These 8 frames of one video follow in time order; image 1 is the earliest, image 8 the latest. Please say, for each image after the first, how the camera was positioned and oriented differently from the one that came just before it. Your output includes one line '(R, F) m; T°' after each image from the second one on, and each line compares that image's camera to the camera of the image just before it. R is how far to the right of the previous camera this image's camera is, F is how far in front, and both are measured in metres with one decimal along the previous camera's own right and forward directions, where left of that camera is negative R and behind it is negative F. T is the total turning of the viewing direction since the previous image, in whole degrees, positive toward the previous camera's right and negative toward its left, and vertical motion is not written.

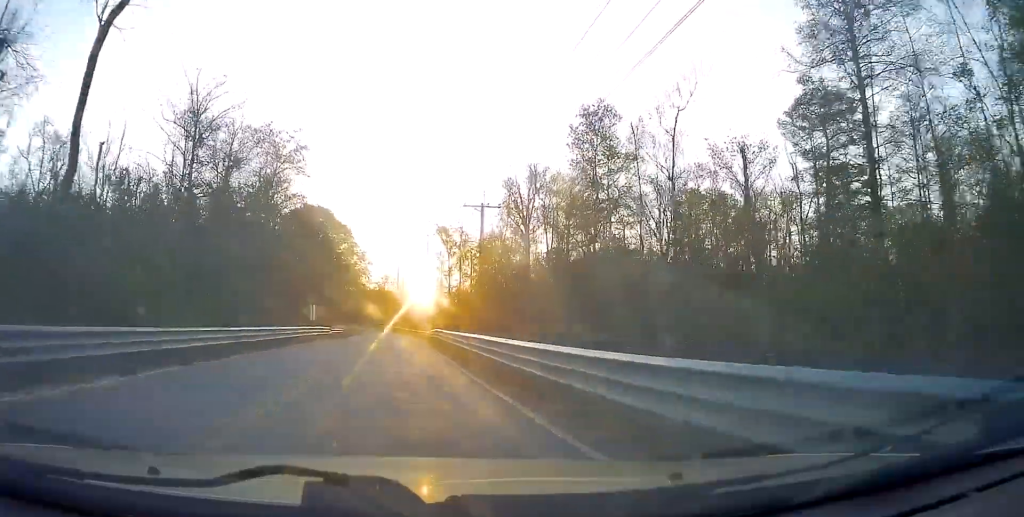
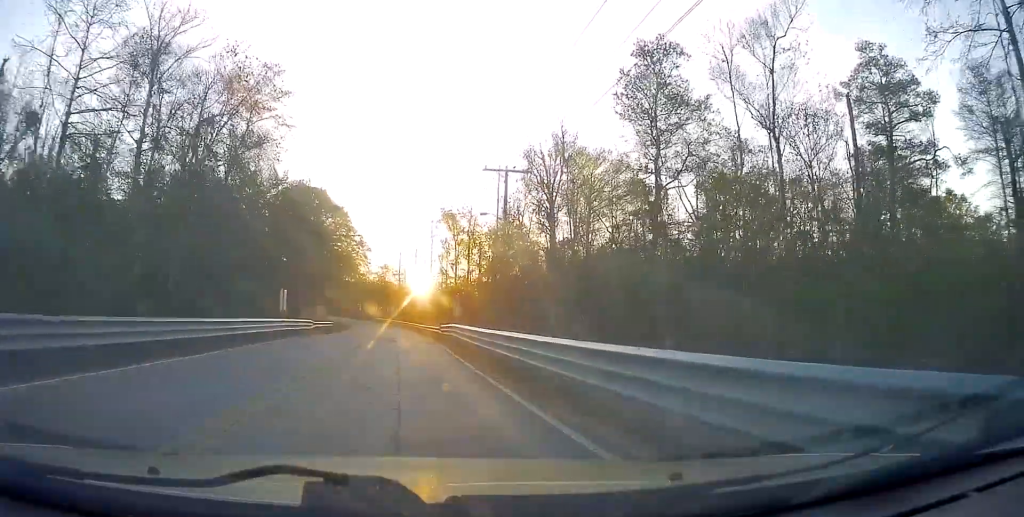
(-0.1, +9.8) m; -1°
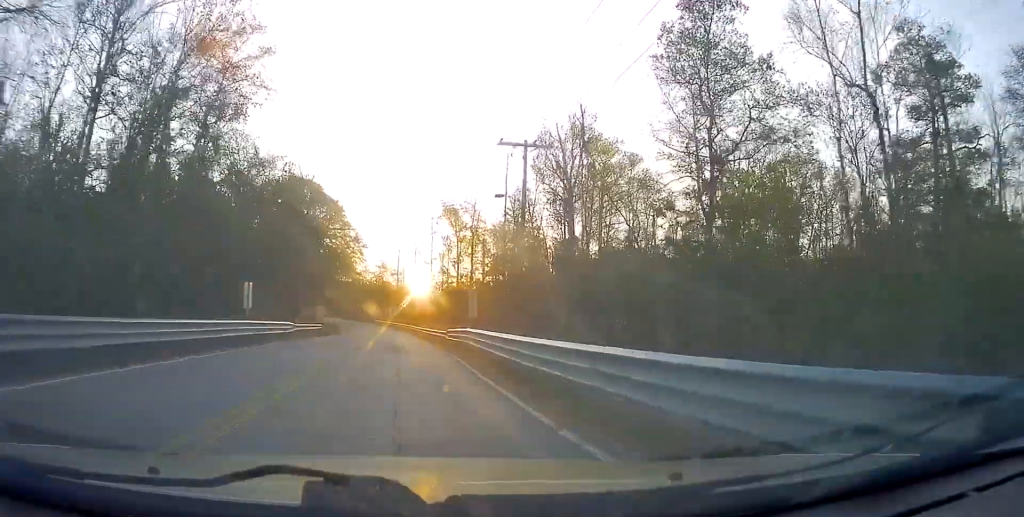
(-0.2, +6.2) m; 0°
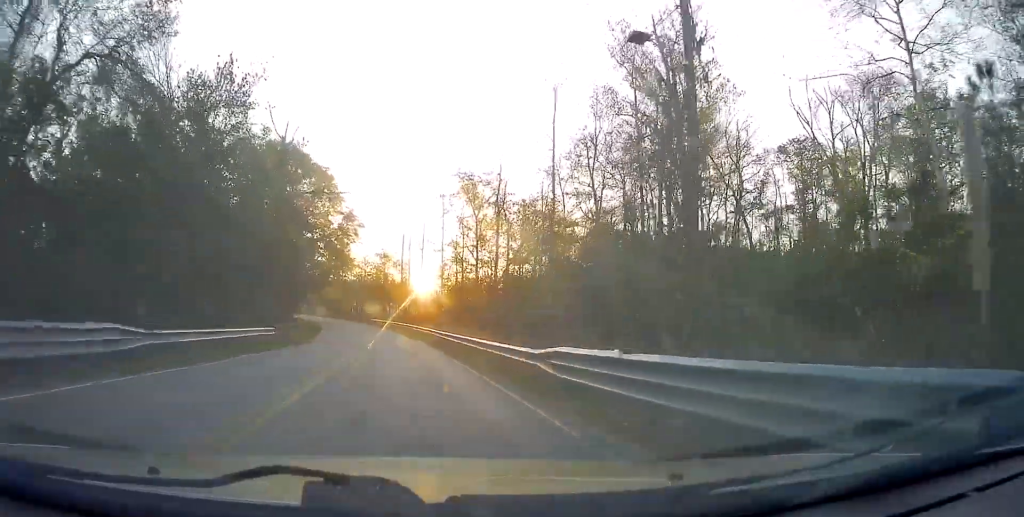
(+0.3, +18.7) m; +2°
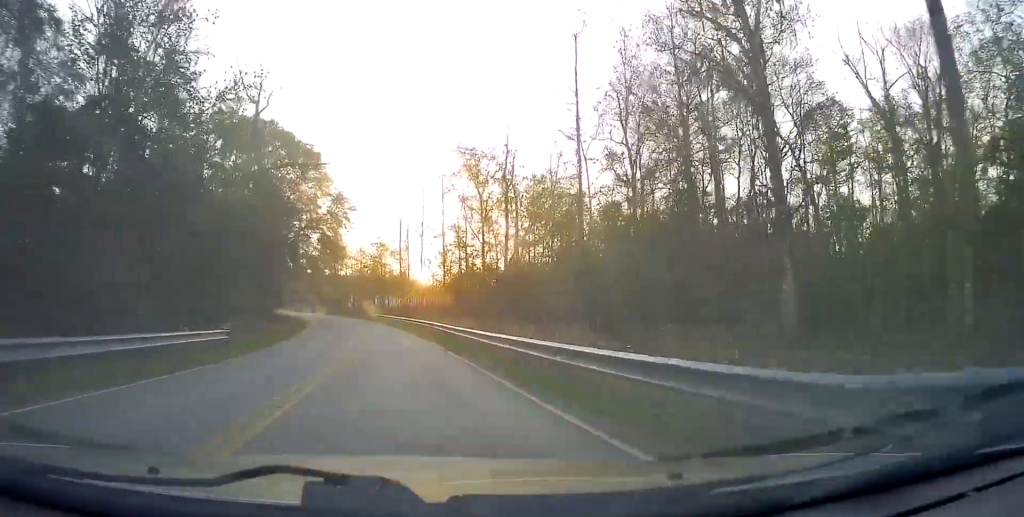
(0.0, +8.0) m; 0°
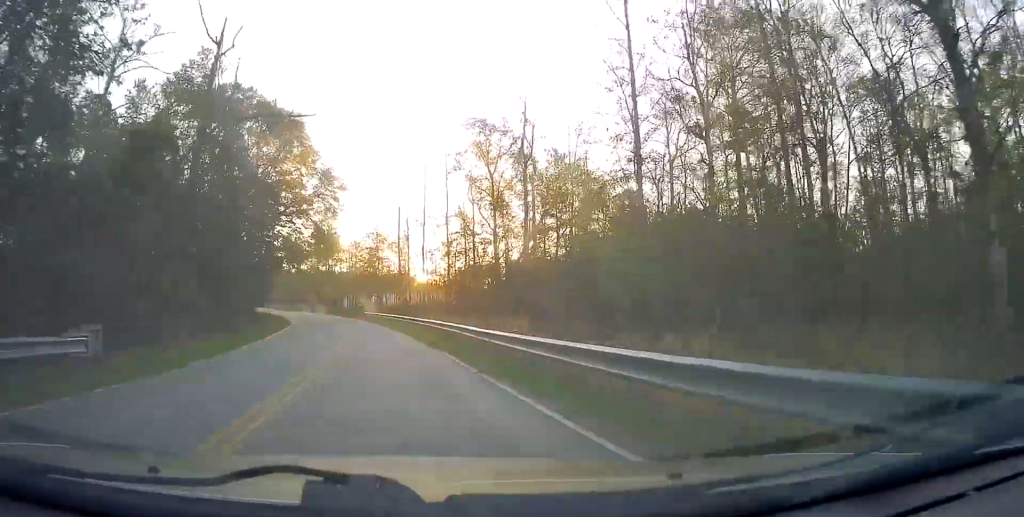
(0.0, +9.8) m; 0°
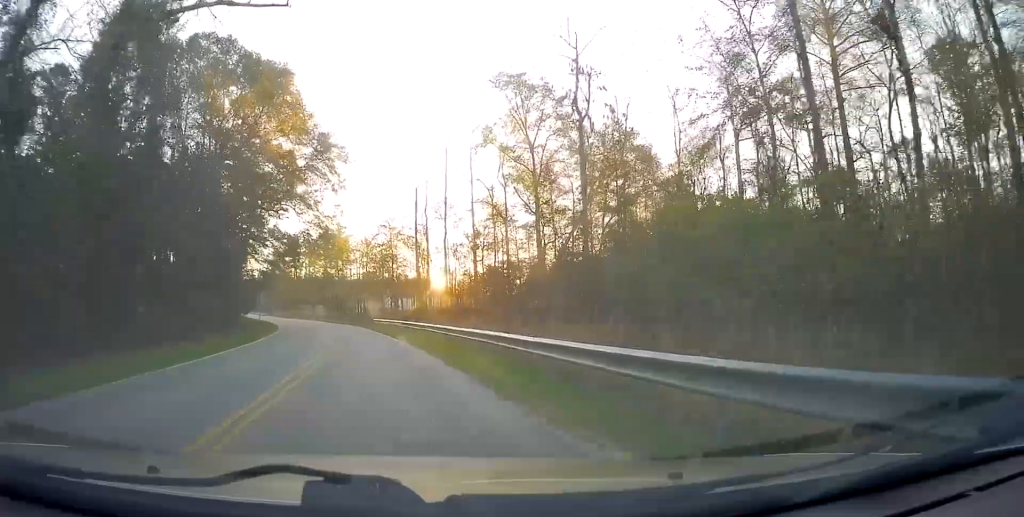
(0.0, +12.4) m; 0°
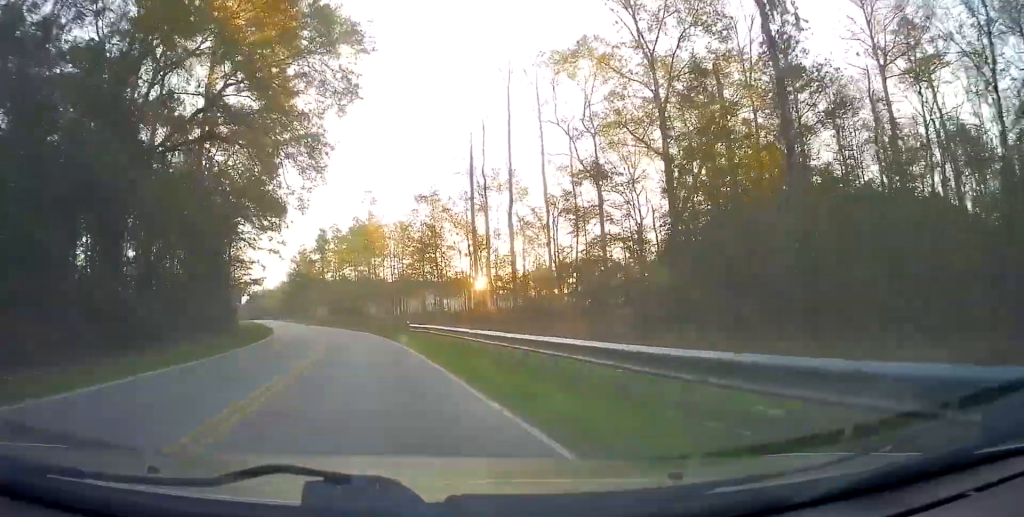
(-0.1, +17.8) m; -2°
